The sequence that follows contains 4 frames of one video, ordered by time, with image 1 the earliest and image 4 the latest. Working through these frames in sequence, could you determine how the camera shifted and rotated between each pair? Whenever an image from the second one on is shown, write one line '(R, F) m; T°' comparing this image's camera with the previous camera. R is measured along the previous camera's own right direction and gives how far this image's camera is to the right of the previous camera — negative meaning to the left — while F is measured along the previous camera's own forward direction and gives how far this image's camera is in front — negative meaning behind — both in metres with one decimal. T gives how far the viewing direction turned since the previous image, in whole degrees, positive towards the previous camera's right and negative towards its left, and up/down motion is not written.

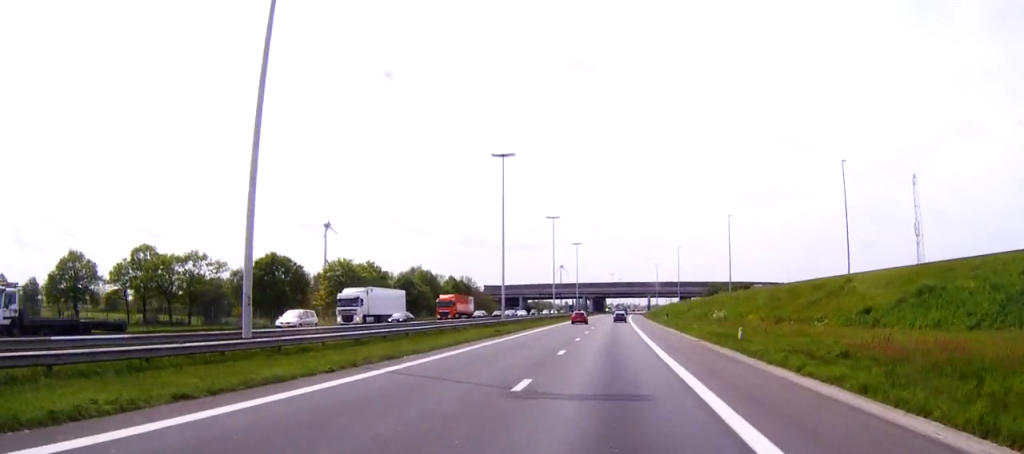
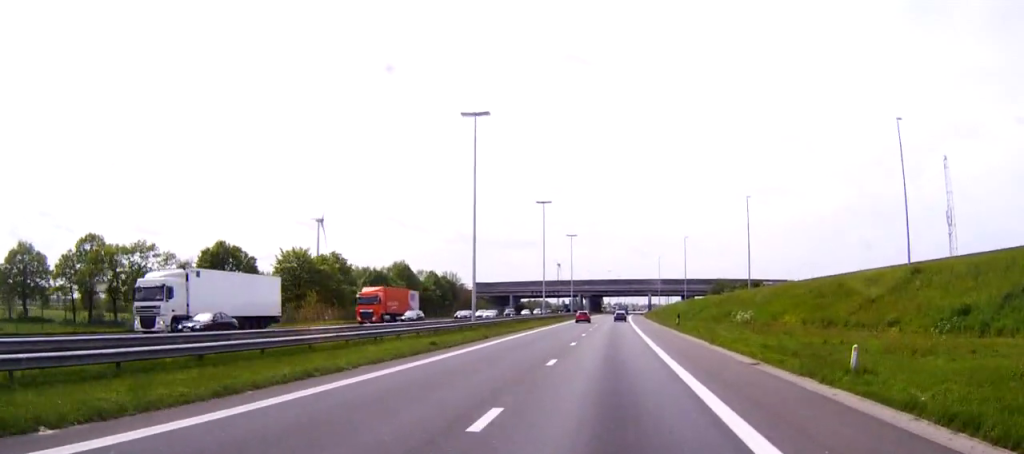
(0.0, +17.6) m; 0°
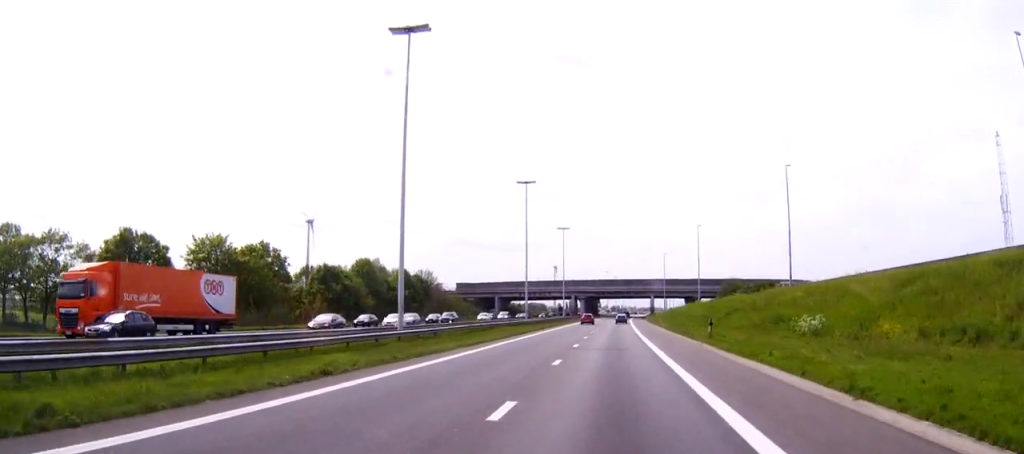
(0.0, +24.0) m; 0°
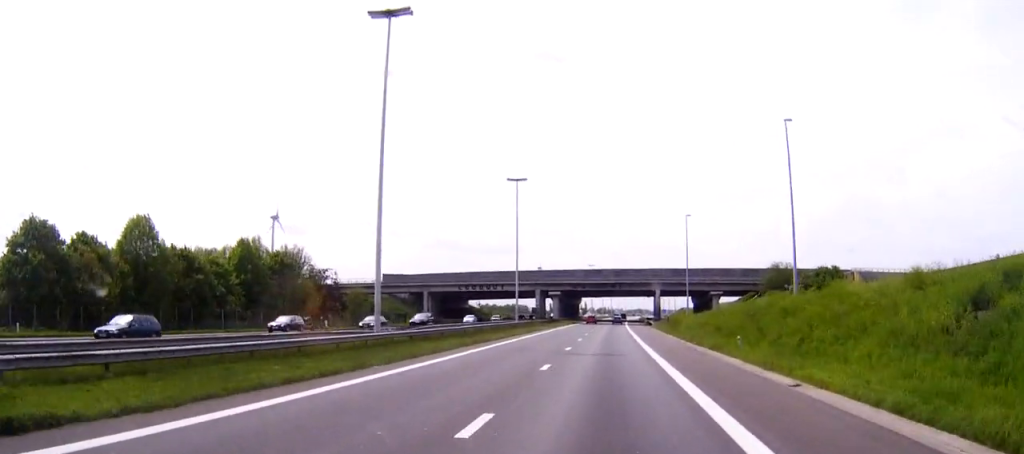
(0.0, +64.8) m; 0°
